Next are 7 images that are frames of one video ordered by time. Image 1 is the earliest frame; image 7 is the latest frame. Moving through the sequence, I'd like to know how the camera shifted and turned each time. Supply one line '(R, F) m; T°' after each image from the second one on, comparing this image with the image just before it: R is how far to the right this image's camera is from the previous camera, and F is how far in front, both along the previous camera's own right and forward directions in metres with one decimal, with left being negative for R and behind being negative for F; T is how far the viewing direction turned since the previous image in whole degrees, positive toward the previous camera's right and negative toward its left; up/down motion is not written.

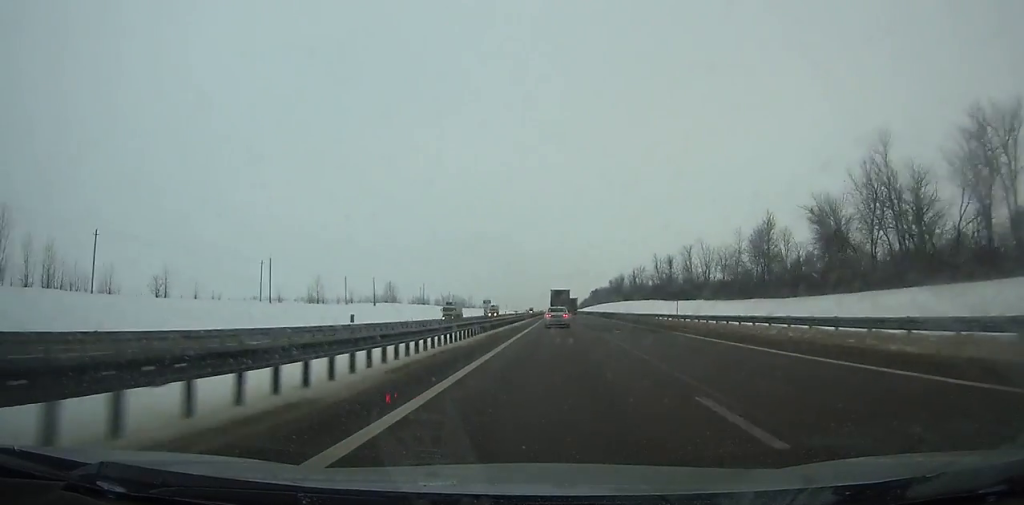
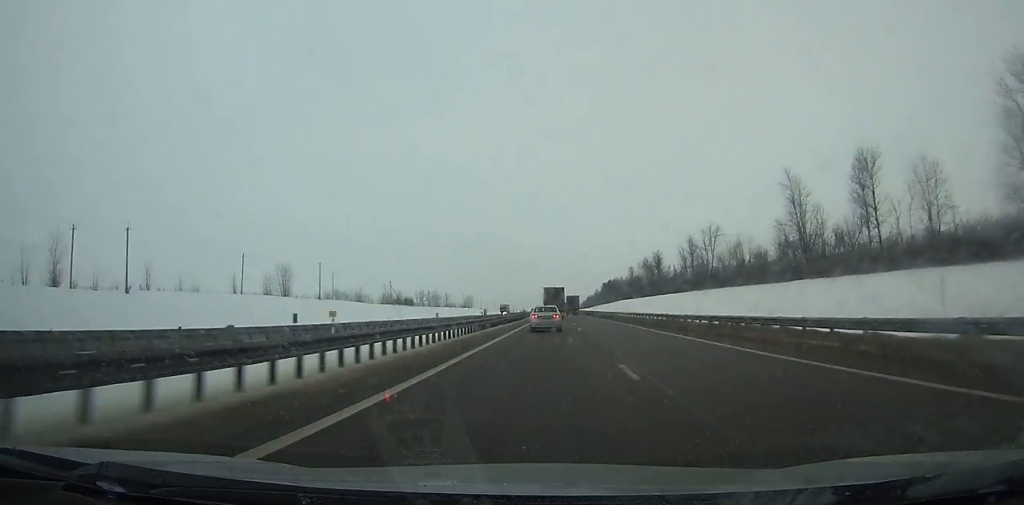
(-0.2, +114.1) m; 0°
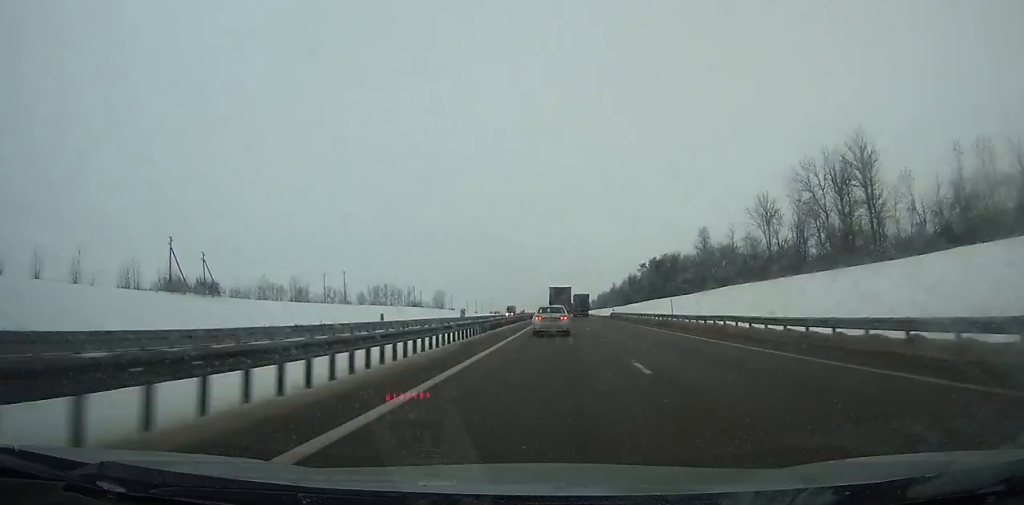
(0.0, +133.4) m; 0°
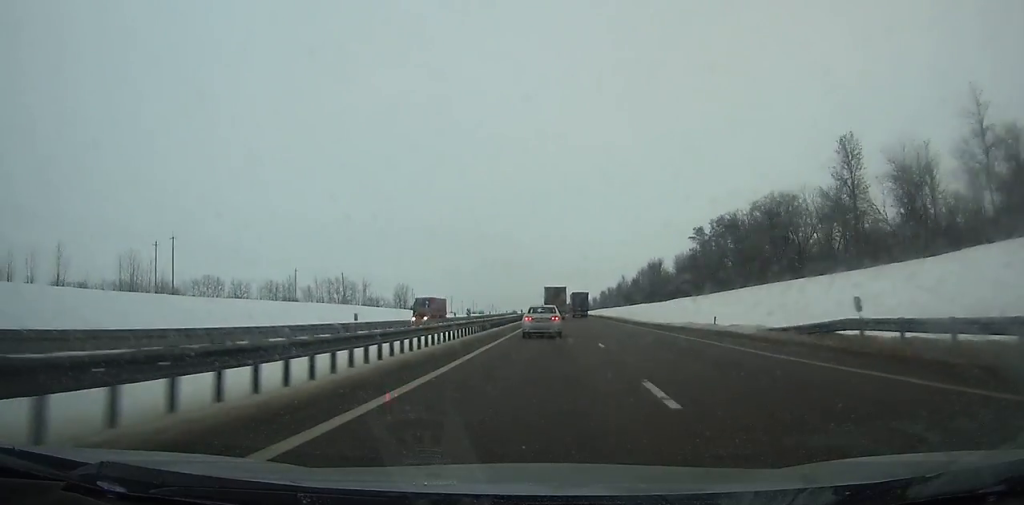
(0.0, +76.1) m; 0°
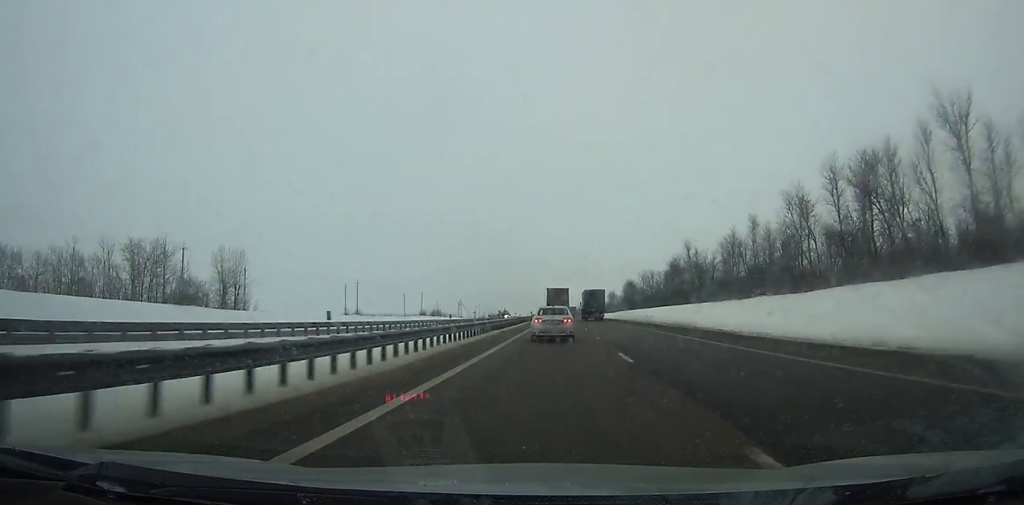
(0.0, +146.5) m; 0°
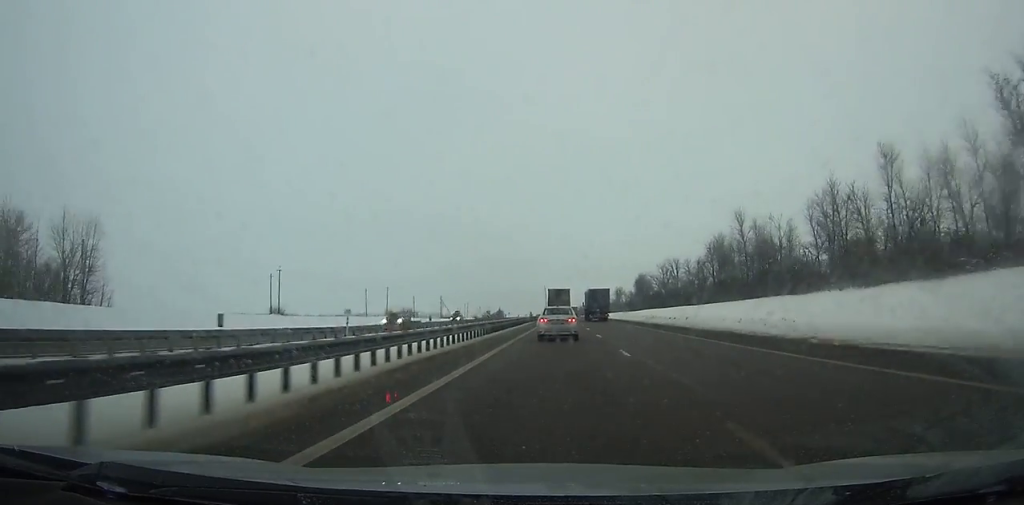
(0.0, +47.9) m; 0°
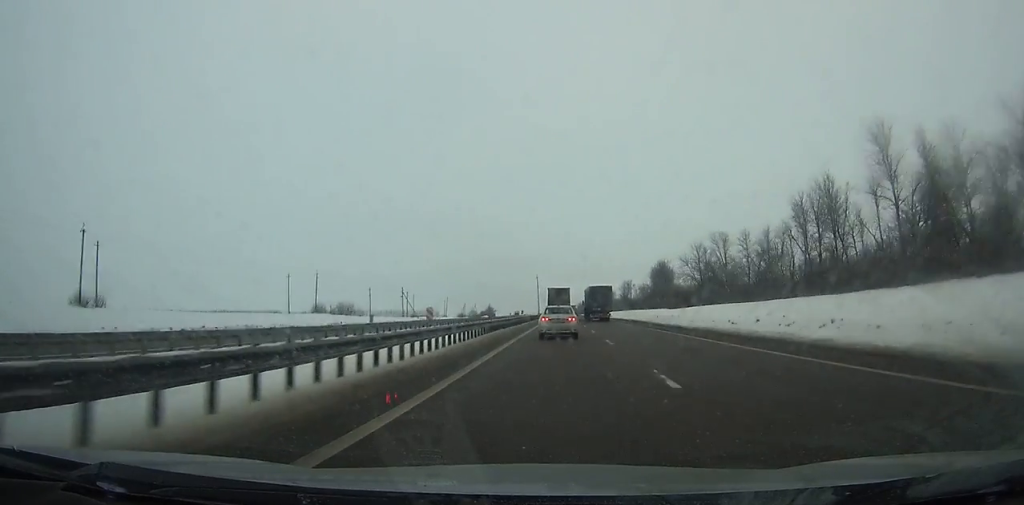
(0.0, +53.3) m; 0°
